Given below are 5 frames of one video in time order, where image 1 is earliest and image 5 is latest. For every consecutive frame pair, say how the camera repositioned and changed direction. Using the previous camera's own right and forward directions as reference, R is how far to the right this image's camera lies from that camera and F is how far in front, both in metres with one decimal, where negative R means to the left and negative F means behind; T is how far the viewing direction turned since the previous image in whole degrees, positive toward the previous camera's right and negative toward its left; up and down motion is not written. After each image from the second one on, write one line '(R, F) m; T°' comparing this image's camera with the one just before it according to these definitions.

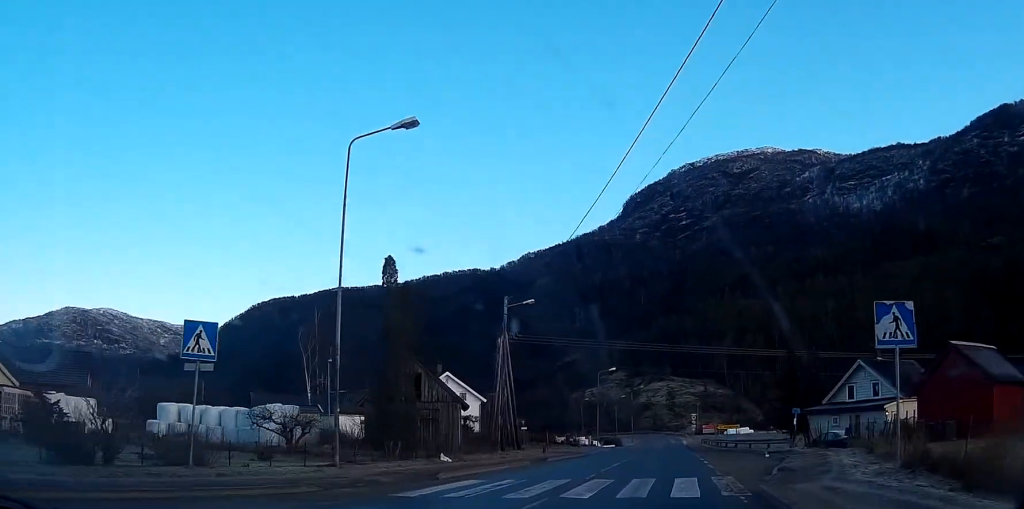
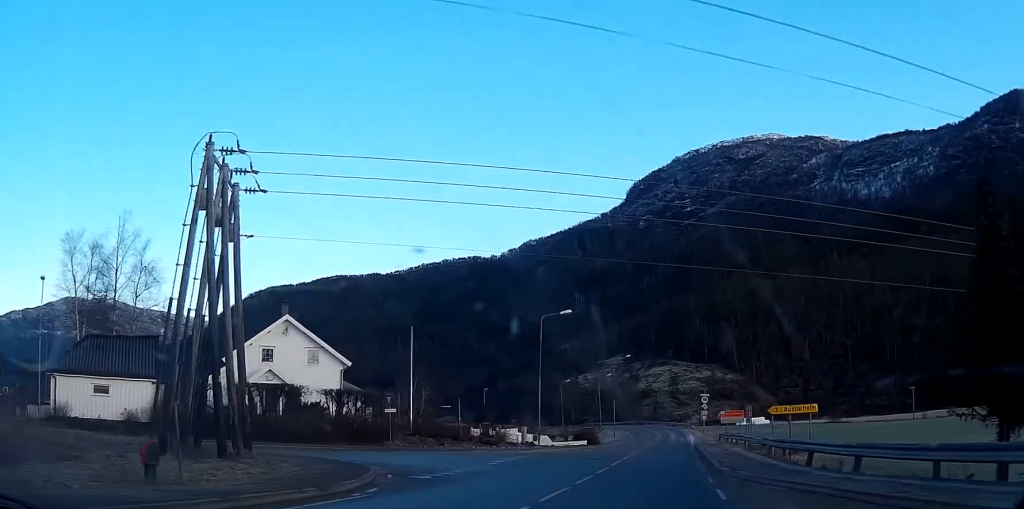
(+0.2, +38.8) m; 0°
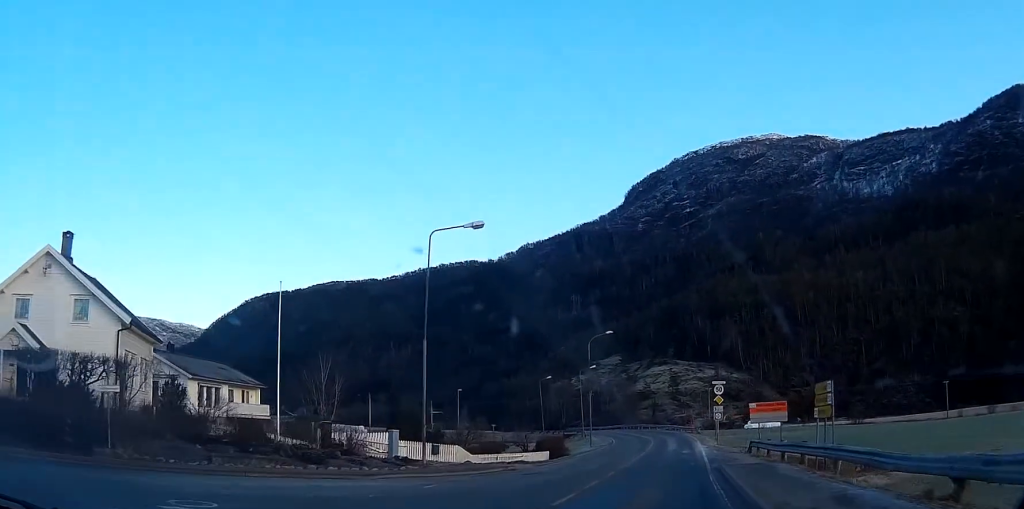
(0.0, +23.7) m; 0°
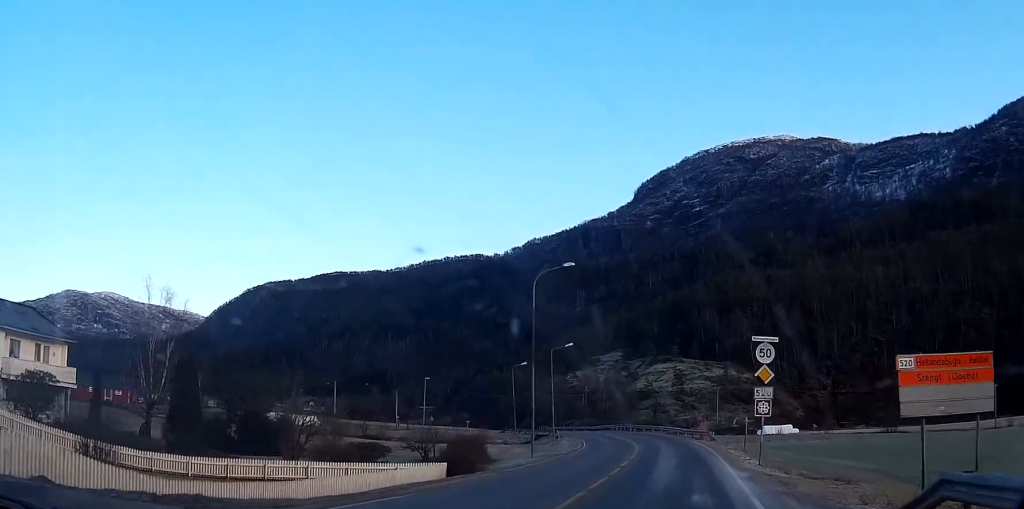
(-0.4, +25.0) m; -2°
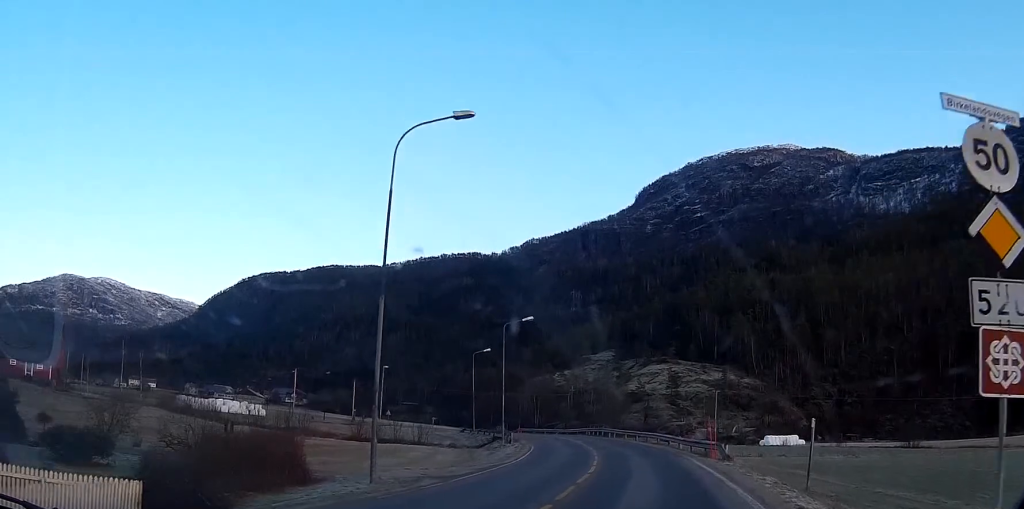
(-0.1, +18.8) m; 0°
